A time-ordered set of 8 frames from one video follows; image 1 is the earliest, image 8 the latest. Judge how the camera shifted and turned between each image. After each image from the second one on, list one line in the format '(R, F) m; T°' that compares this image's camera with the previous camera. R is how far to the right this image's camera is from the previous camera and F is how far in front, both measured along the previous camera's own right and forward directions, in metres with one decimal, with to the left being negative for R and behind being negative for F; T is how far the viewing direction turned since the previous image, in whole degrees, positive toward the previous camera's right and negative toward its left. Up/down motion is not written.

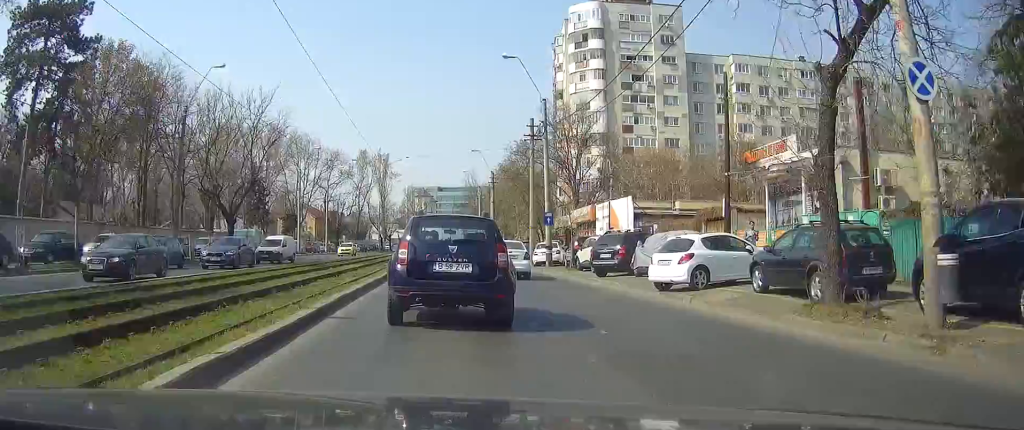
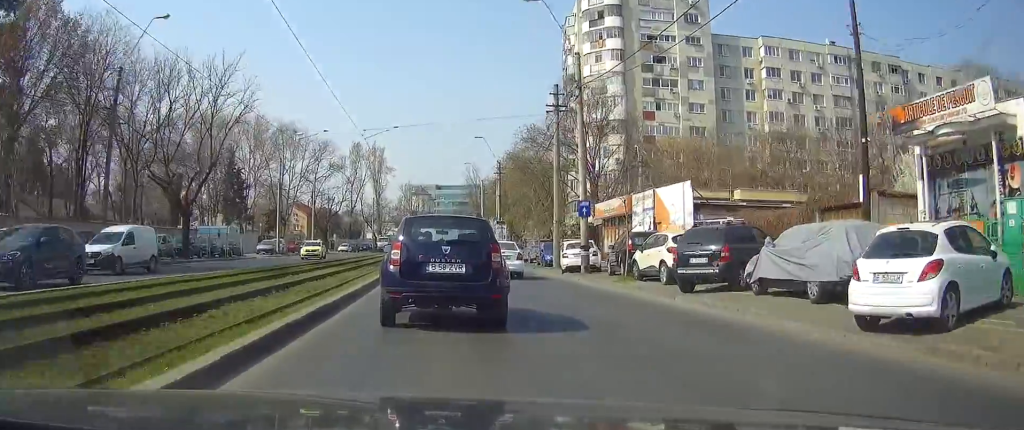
(0.0, +10.0) m; 0°
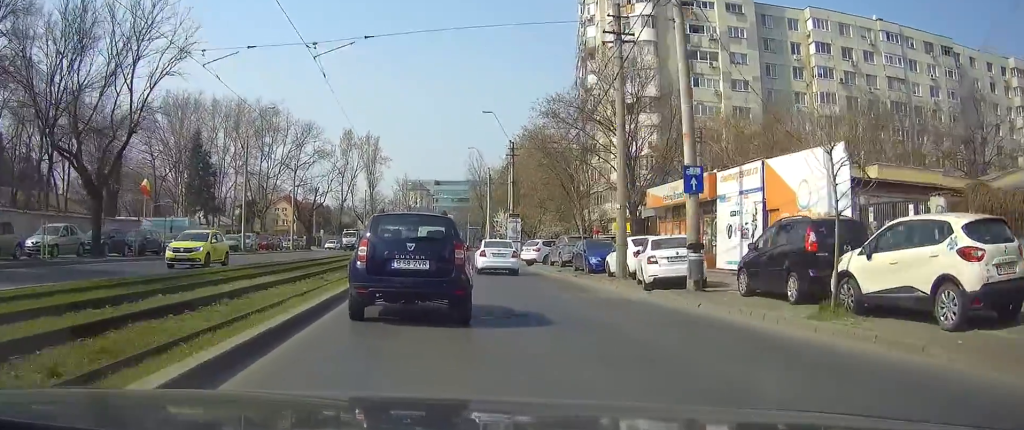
(+0.1, +12.9) m; +1°
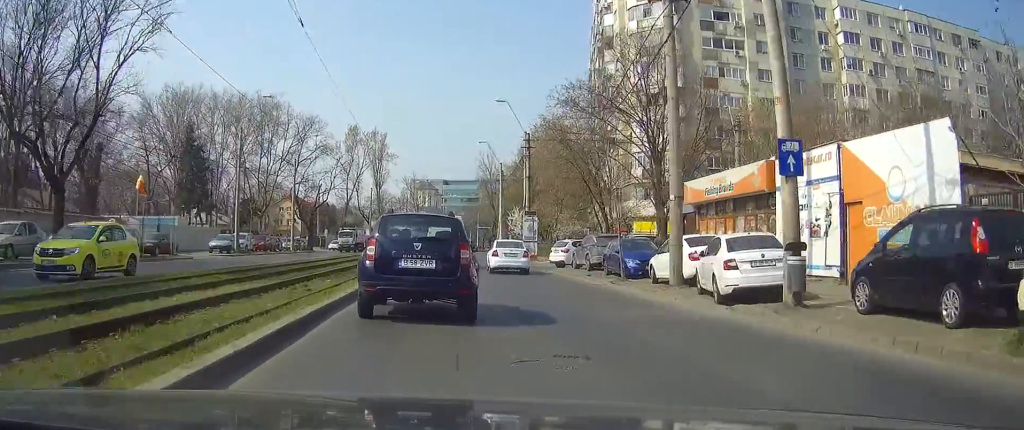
(0.0, +4.7) m; +1°
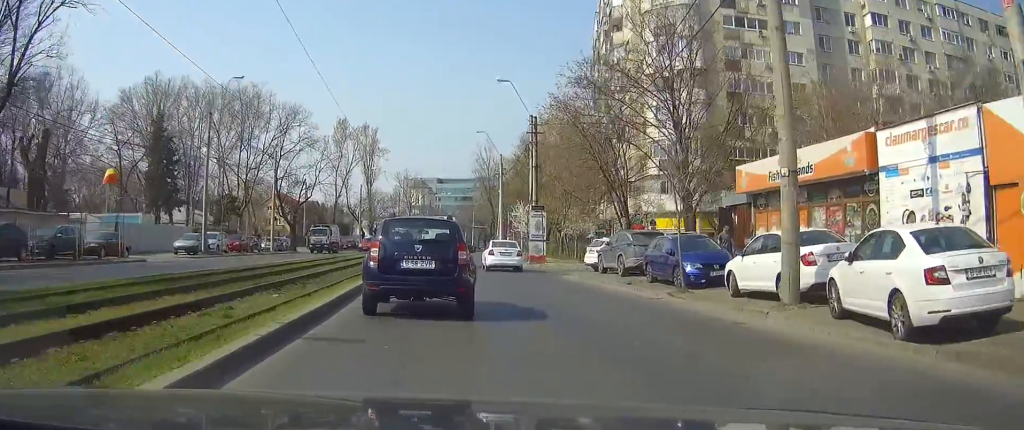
(+0.1, +6.9) m; 0°
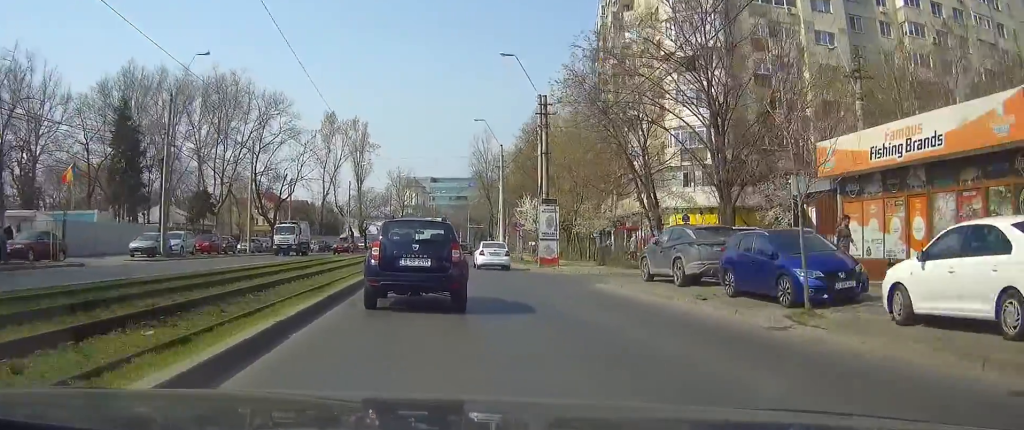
(0.0, +7.0) m; 0°
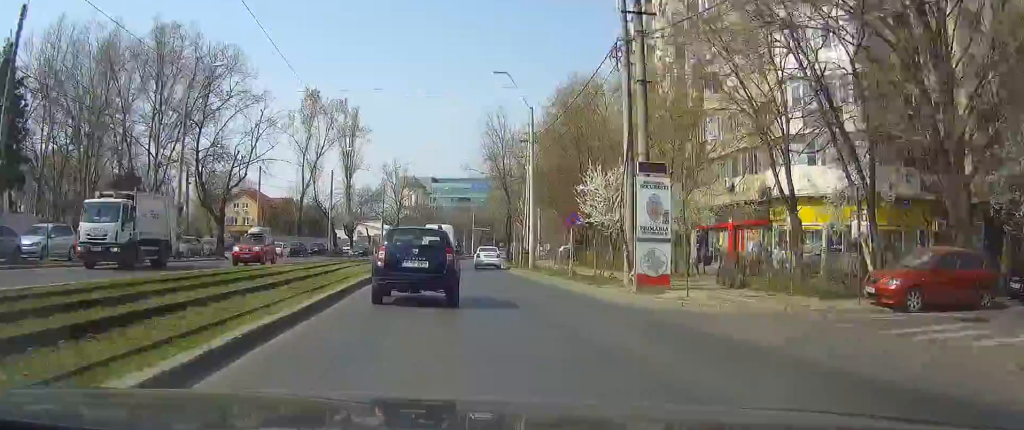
(+0.1, +19.2) m; 0°
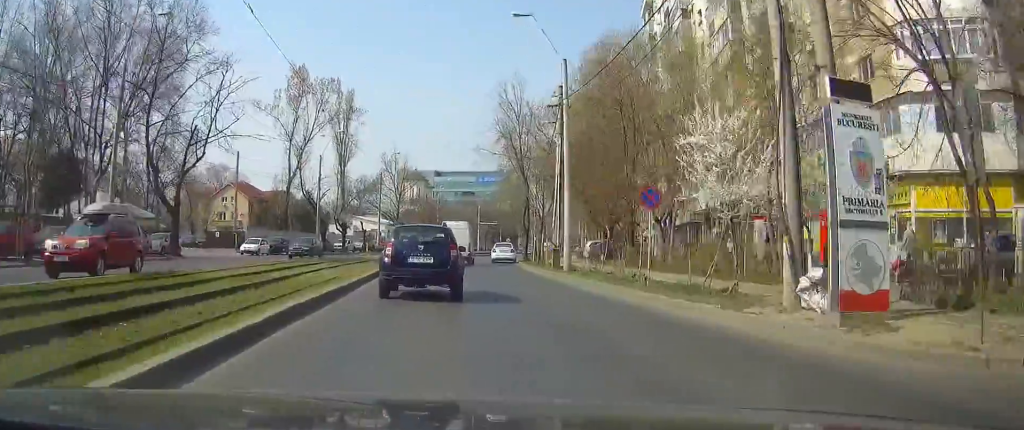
(-0.1, +10.8) m; 0°
